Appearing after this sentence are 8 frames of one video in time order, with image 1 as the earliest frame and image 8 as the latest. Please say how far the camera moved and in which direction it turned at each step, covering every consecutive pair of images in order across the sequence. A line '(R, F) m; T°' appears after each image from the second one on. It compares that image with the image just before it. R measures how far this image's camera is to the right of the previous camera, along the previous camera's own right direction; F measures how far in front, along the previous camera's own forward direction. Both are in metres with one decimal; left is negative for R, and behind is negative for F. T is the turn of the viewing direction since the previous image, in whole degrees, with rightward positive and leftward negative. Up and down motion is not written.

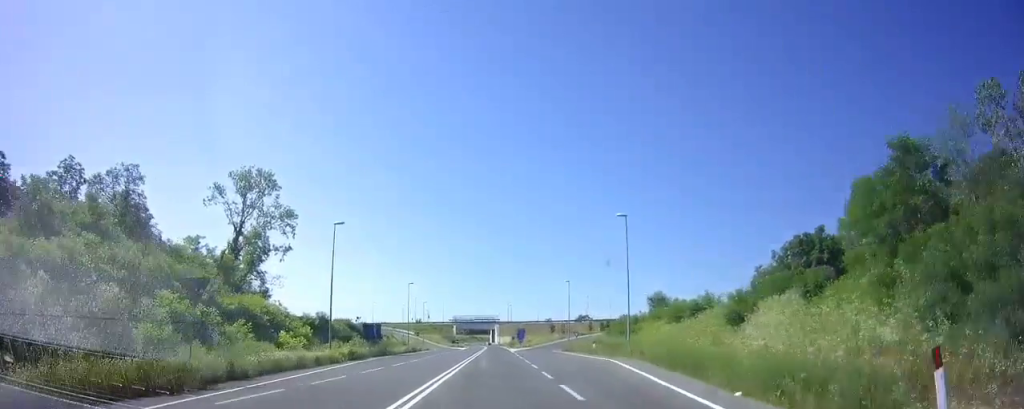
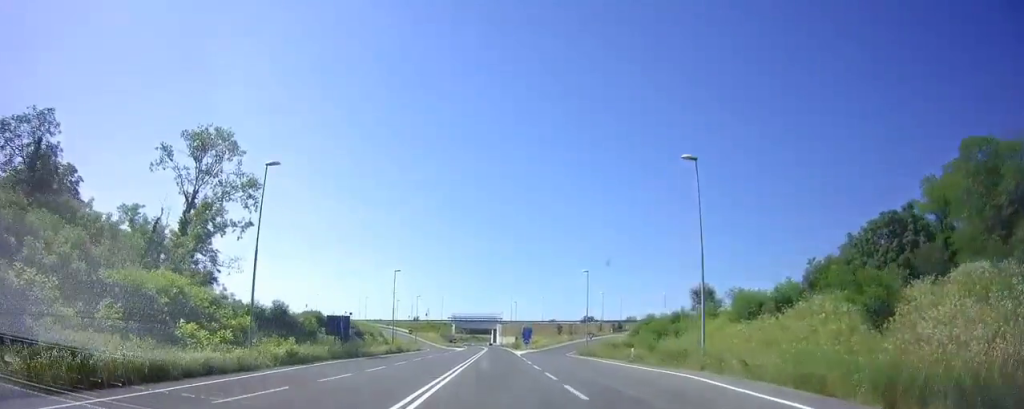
(0.0, +12.3) m; 0°
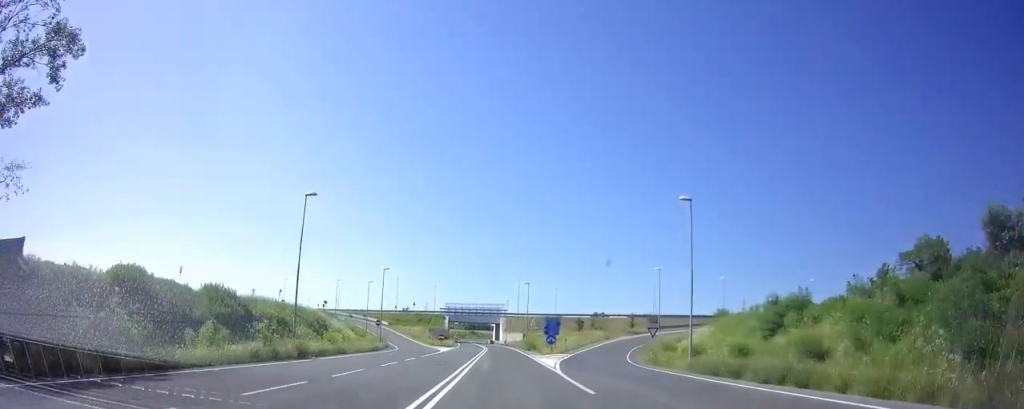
(+0.1, +29.0) m; 0°
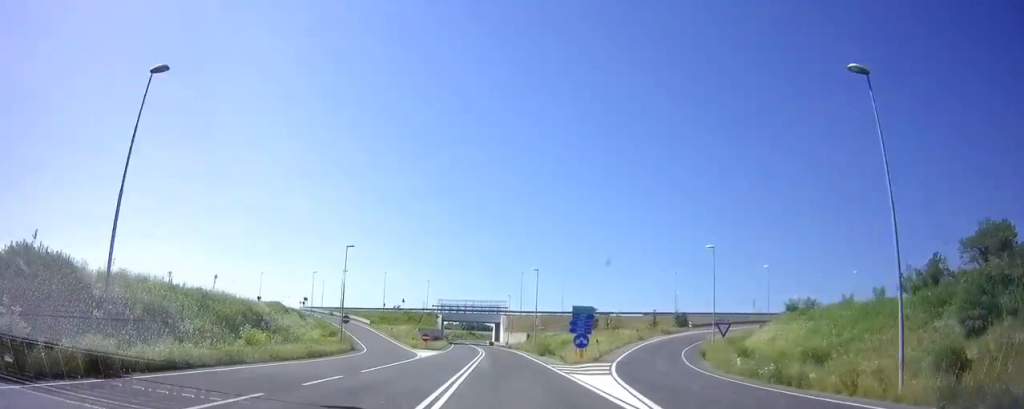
(0.0, +15.2) m; 0°
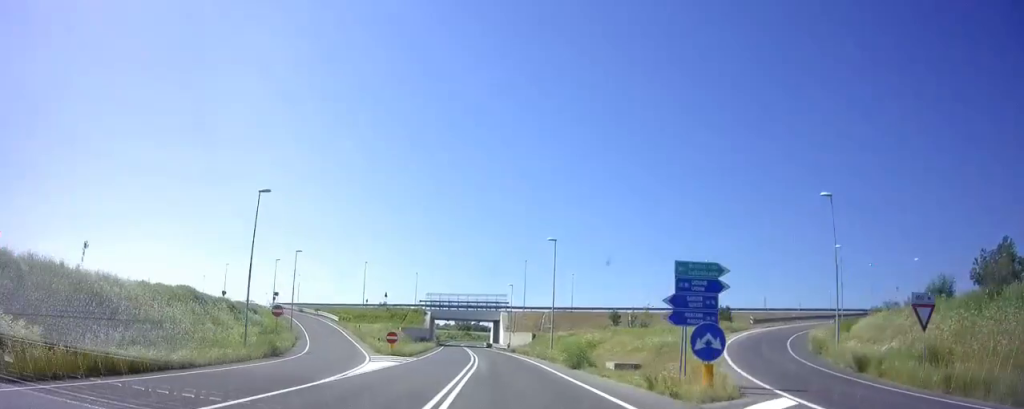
(0.0, +17.4) m; -1°
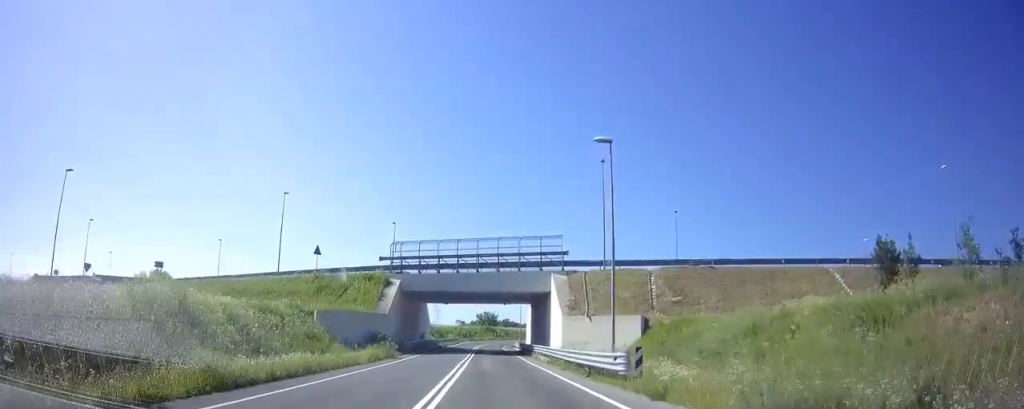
(-1.6, +50.6) m; -4°
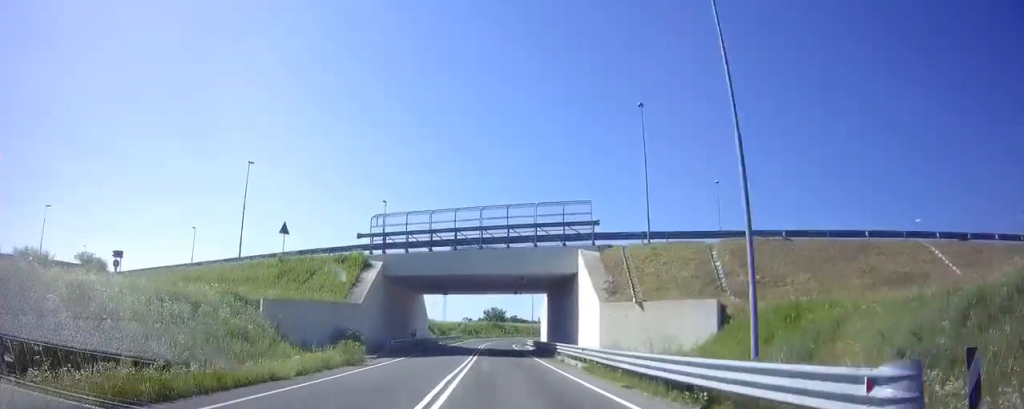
(-0.1, +8.5) m; 0°
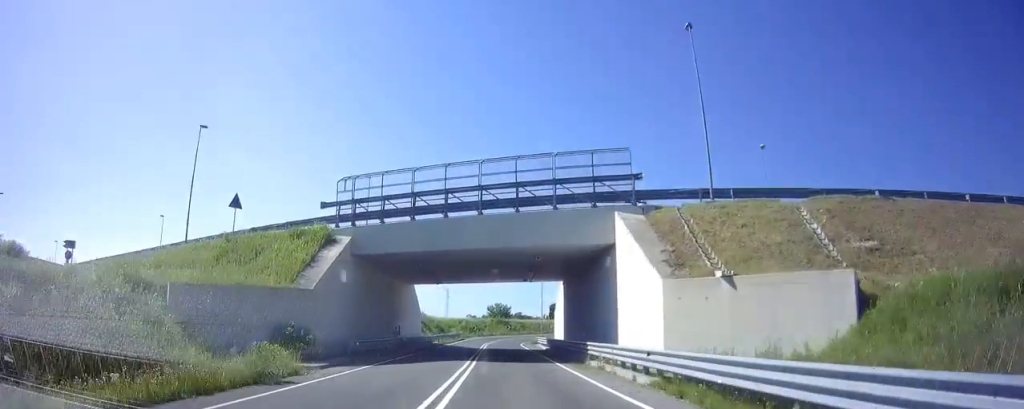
(0.0, +8.0) m; 0°
